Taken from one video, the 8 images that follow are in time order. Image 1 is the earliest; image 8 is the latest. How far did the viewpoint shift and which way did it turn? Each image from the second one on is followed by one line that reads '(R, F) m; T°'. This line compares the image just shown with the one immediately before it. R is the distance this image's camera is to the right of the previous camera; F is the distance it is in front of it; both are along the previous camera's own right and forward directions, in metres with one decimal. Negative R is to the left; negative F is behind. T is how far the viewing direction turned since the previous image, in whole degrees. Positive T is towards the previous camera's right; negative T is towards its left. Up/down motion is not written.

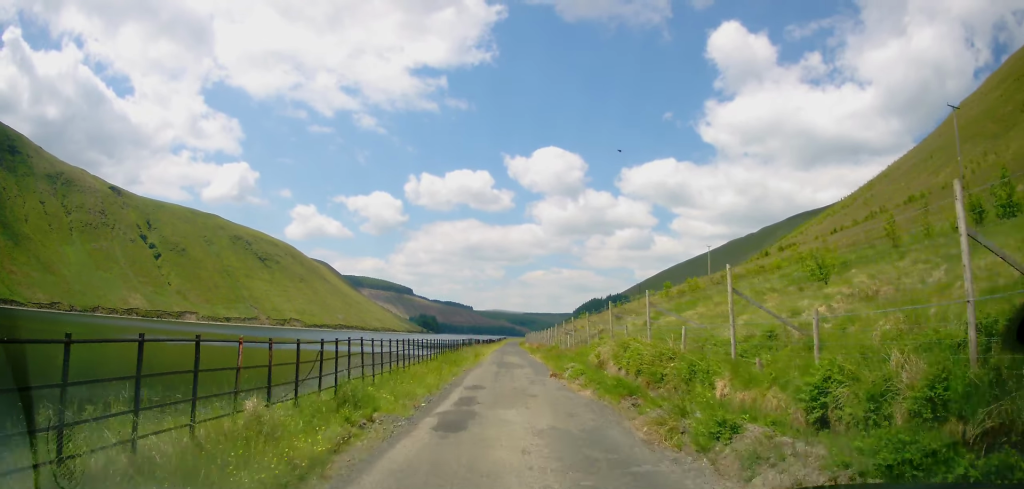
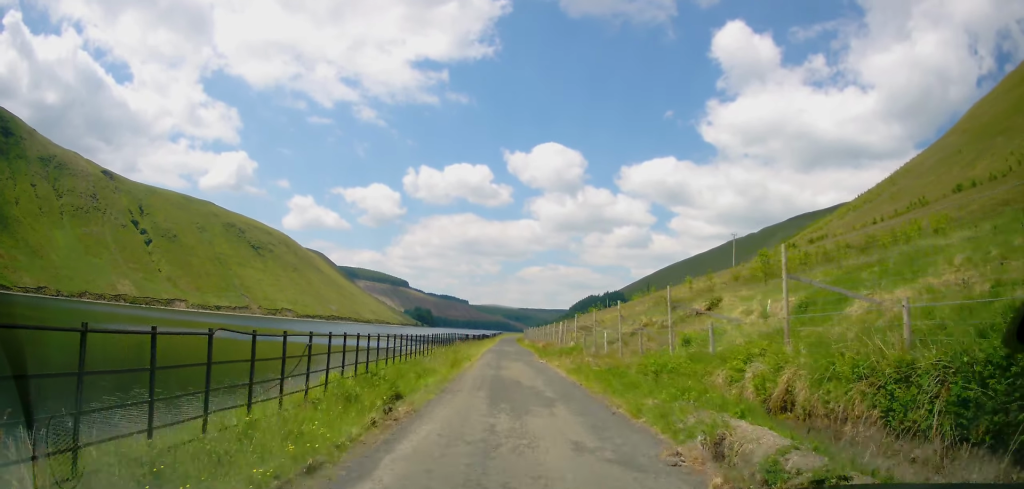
(+0.1, +14.8) m; 0°
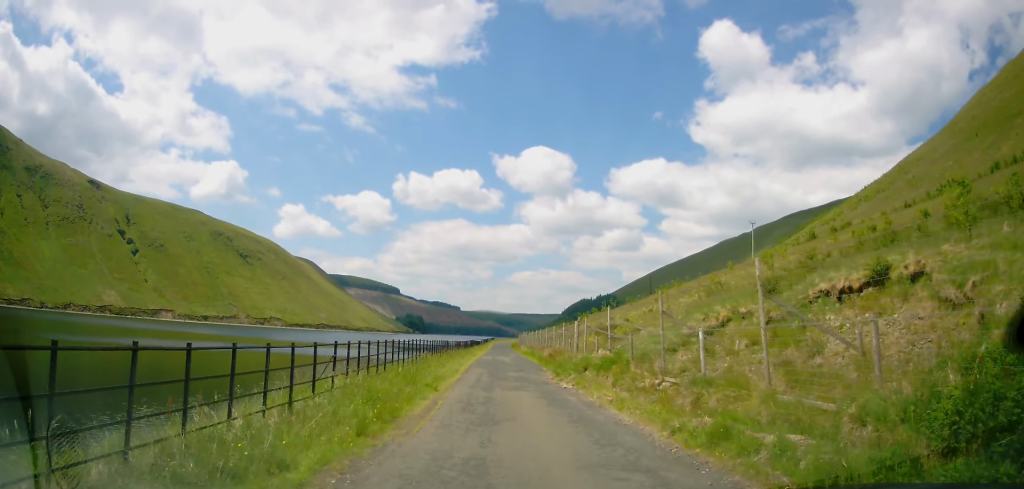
(-0.1, +12.5) m; 0°
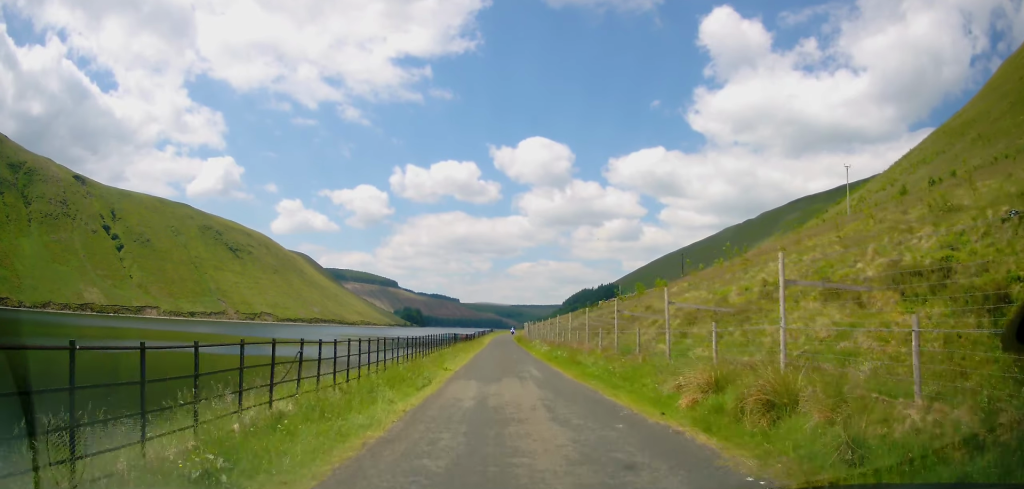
(+1.2, +28.0) m; +3°
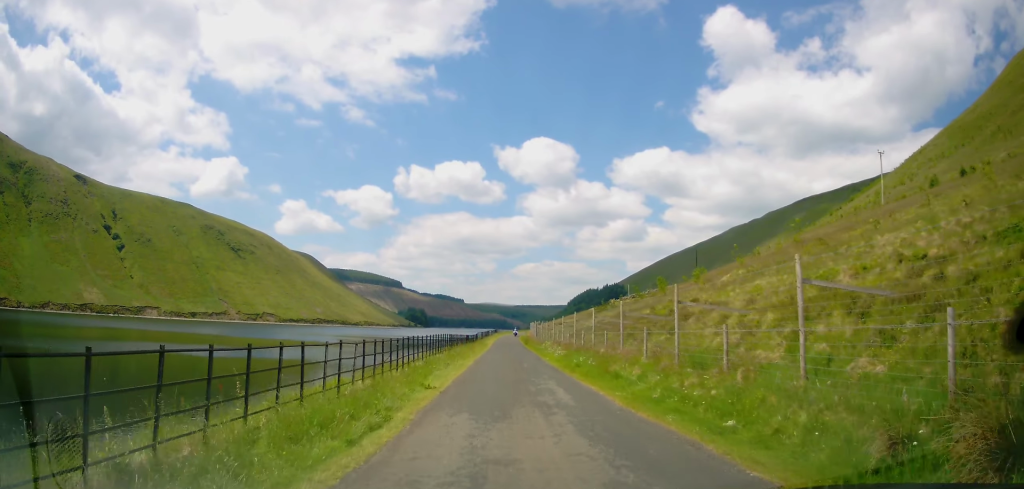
(-0.3, +6.1) m; -2°
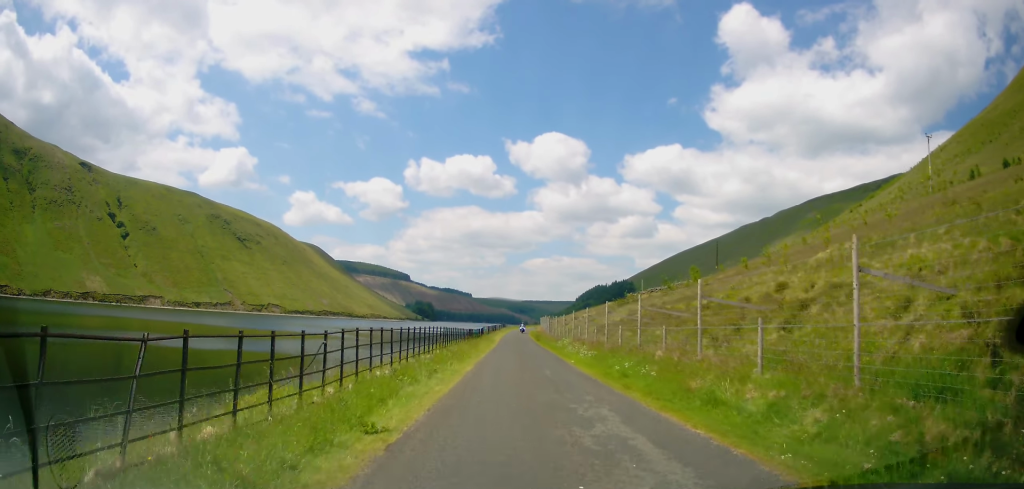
(-0.1, +7.1) m; -2°
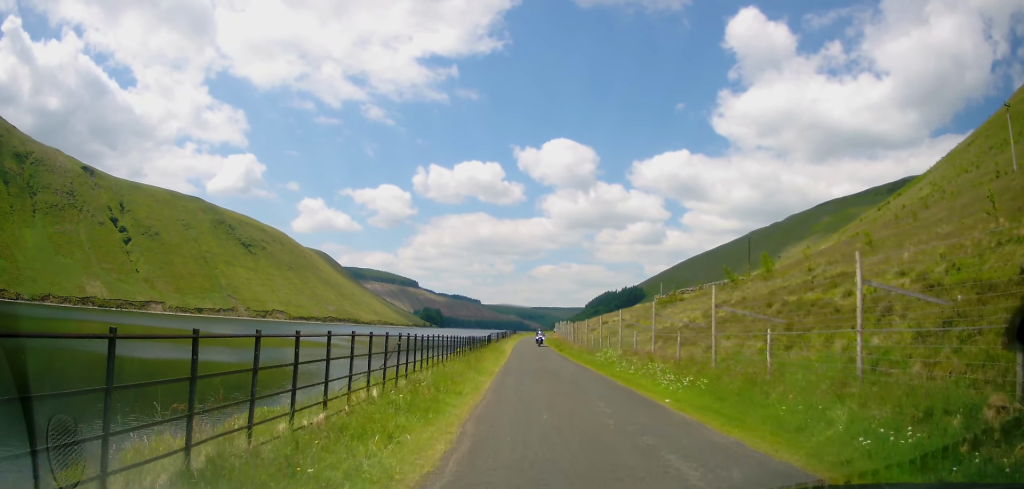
(-0.3, +11.9) m; -1°
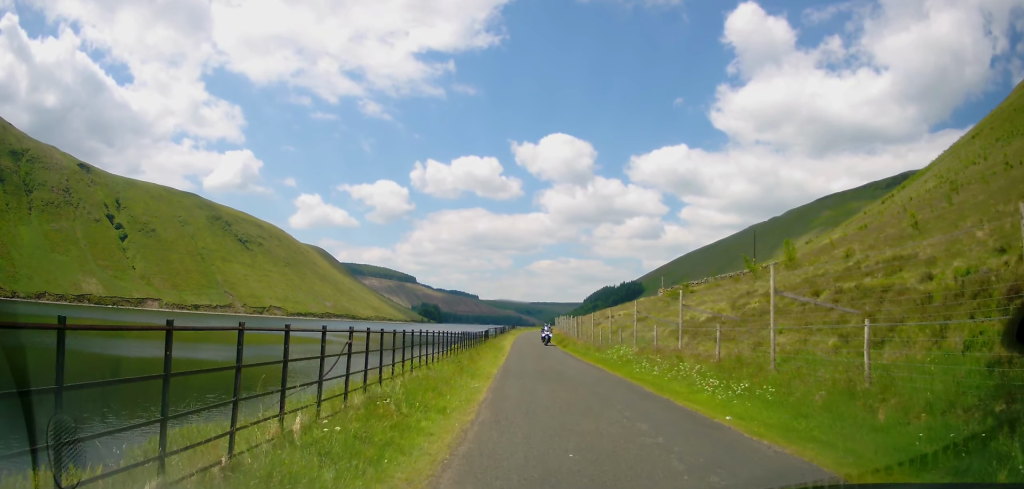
(0.0, +3.5) m; +2°
